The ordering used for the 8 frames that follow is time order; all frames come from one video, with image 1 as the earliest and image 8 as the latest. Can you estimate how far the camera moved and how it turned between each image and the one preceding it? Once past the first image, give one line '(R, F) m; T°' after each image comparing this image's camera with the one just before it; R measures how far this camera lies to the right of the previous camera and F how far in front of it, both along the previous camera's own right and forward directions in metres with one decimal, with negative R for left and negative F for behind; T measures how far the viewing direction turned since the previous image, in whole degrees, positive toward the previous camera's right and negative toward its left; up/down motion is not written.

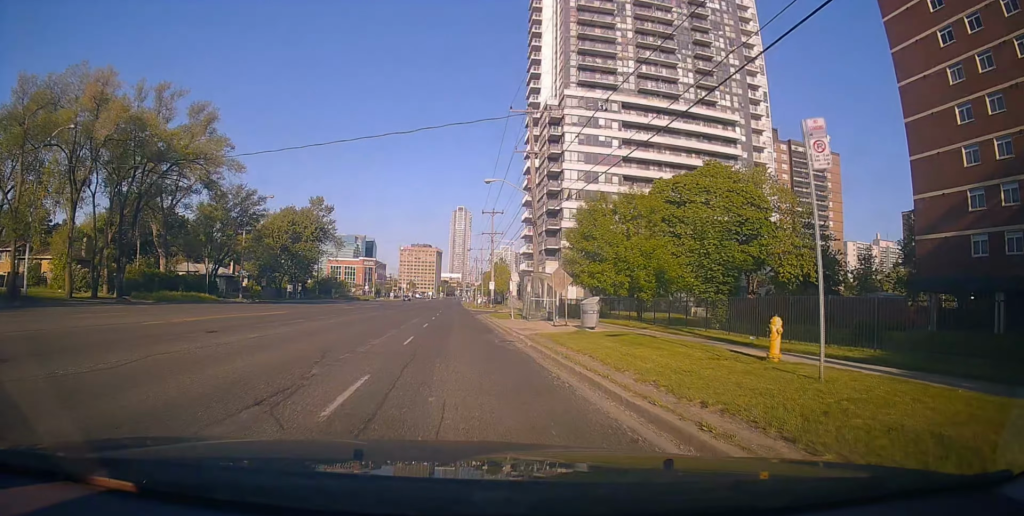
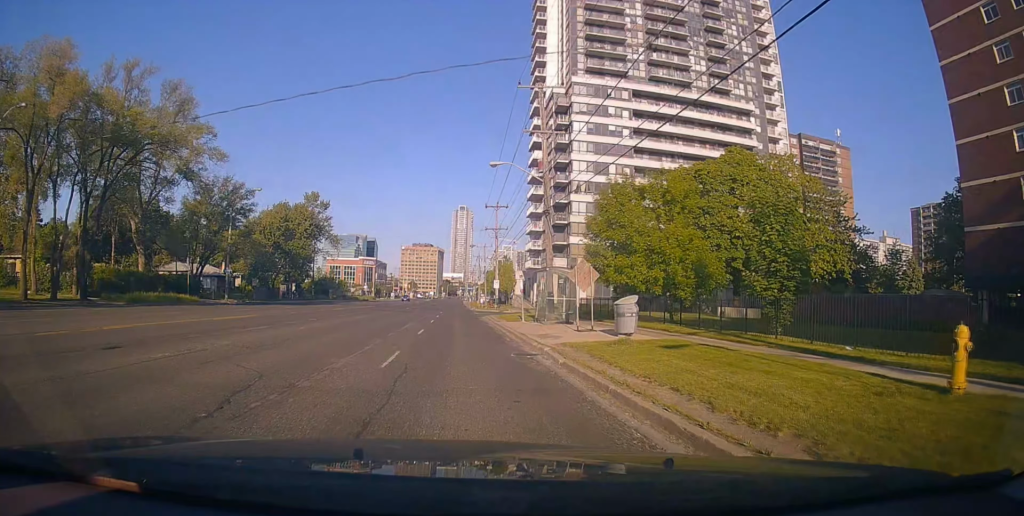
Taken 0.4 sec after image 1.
(0.0, +4.6) m; 0°
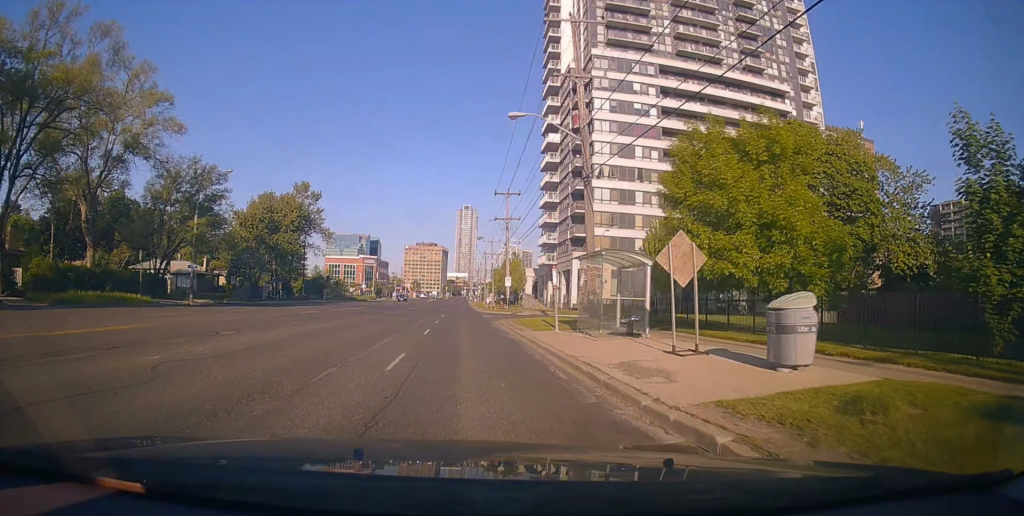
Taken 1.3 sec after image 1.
(-0.4, +9.2) m; -2°
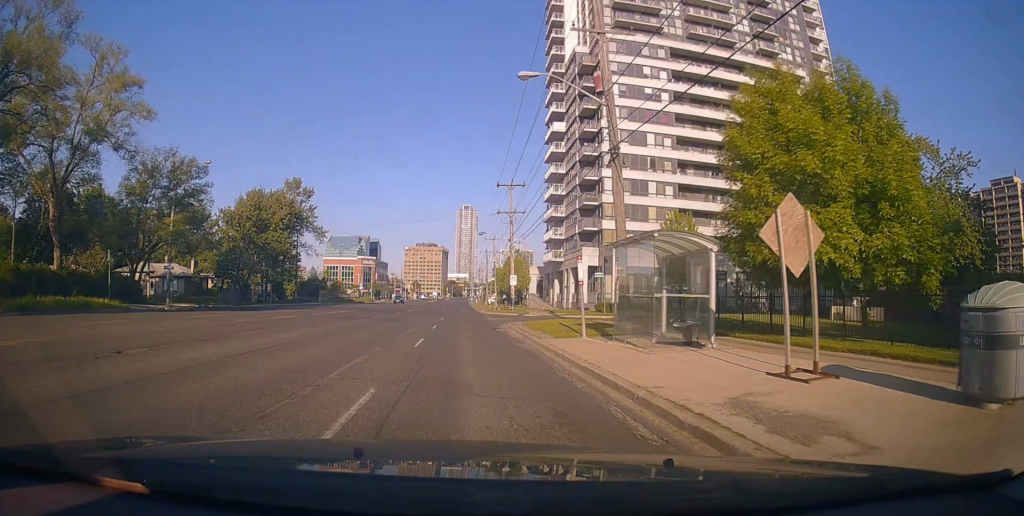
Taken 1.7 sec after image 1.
(0.0, +4.5) m; 0°
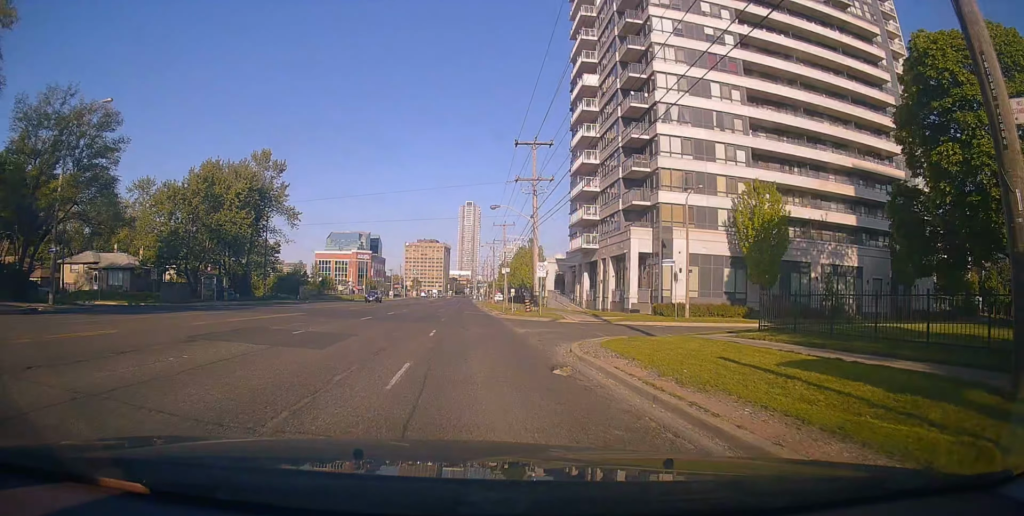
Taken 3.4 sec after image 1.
(-0.2, +17.2) m; -2°
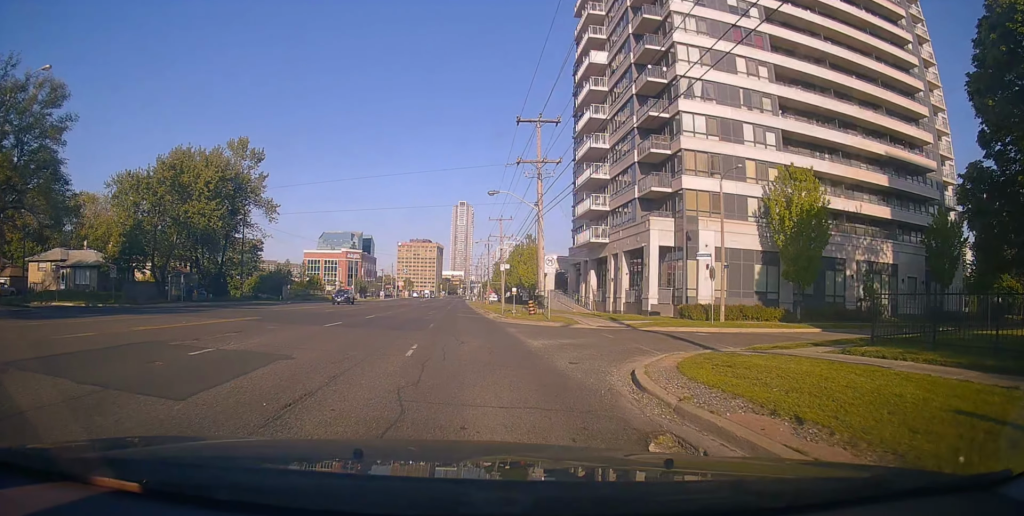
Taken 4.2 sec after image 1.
(0.0, +7.0) m; -3°
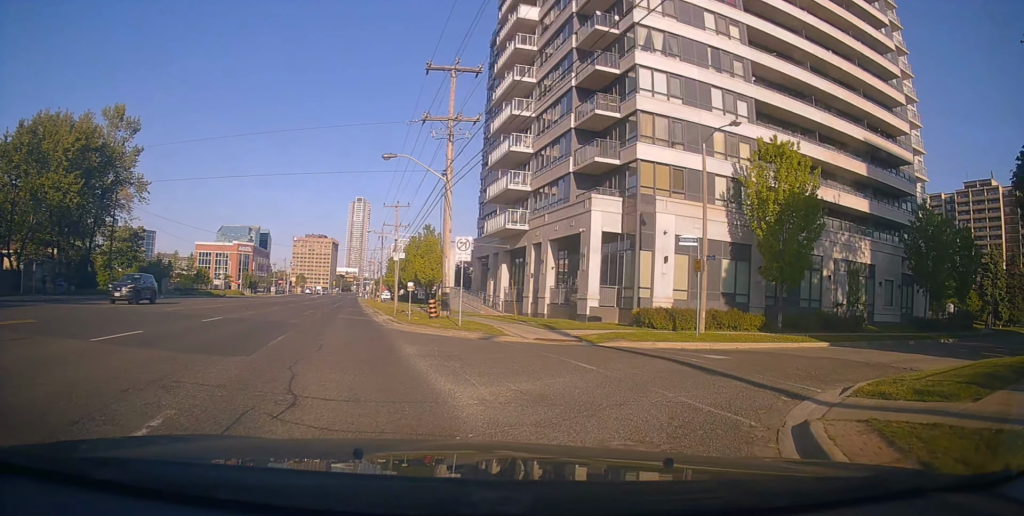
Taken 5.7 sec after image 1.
(+0.1, +10.1) m; +16°
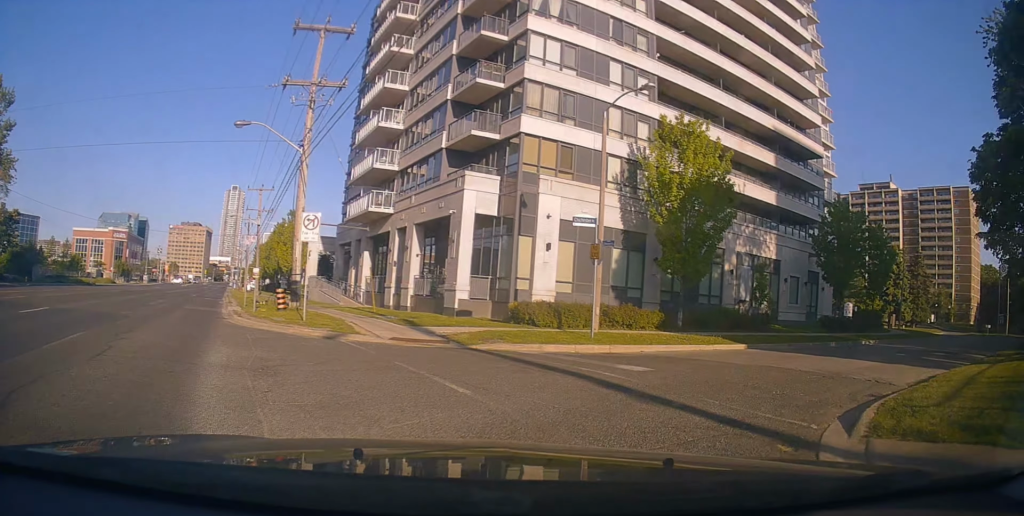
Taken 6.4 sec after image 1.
(+0.4, +3.7) m; +19°
